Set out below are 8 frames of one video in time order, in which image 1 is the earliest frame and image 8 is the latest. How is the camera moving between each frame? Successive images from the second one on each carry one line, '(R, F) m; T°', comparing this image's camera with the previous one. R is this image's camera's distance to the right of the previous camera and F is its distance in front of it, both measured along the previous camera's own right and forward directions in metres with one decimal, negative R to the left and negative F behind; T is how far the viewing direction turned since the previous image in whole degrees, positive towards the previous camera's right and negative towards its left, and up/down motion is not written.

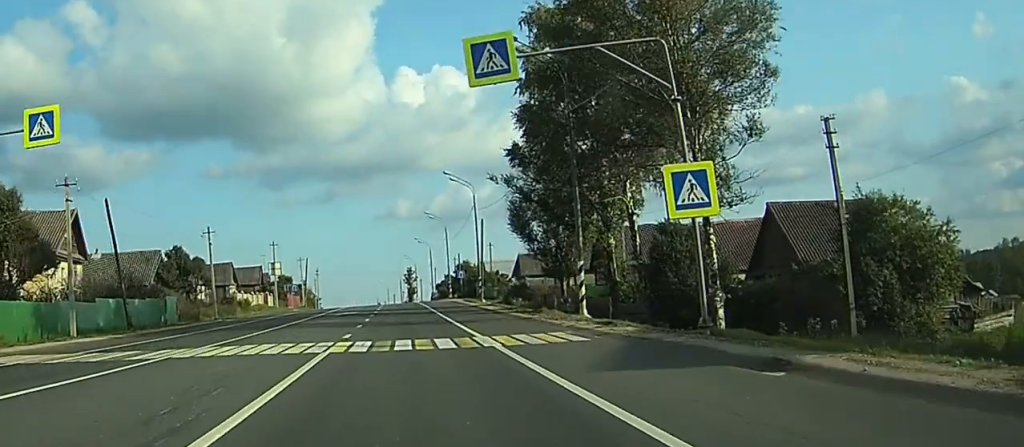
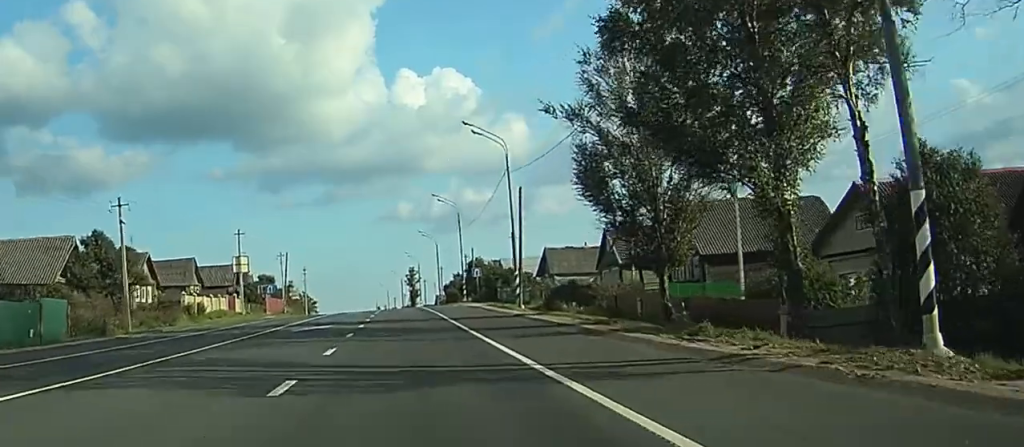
(0.0, +23.3) m; 0°
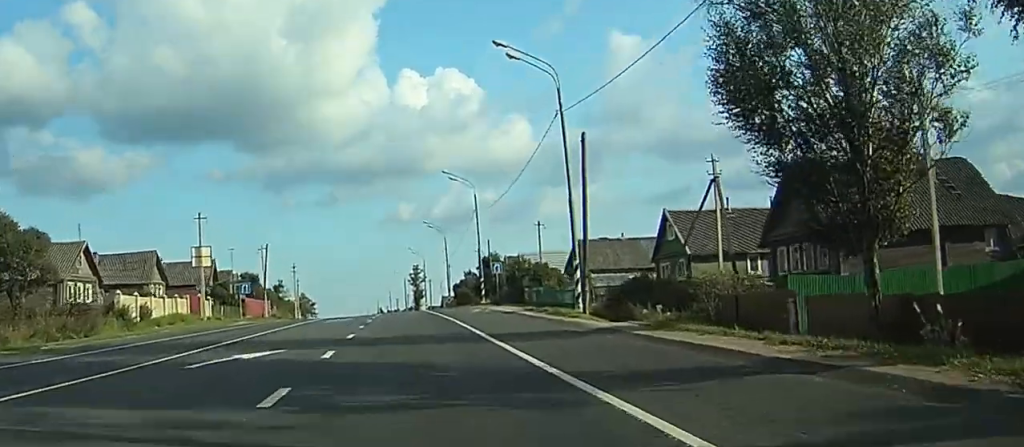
(0.0, +17.4) m; 0°
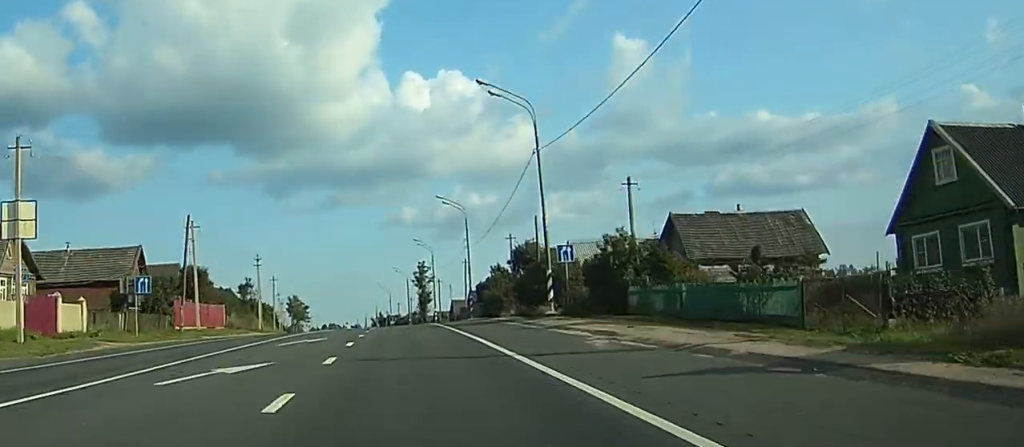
(0.0, +32.7) m; 0°
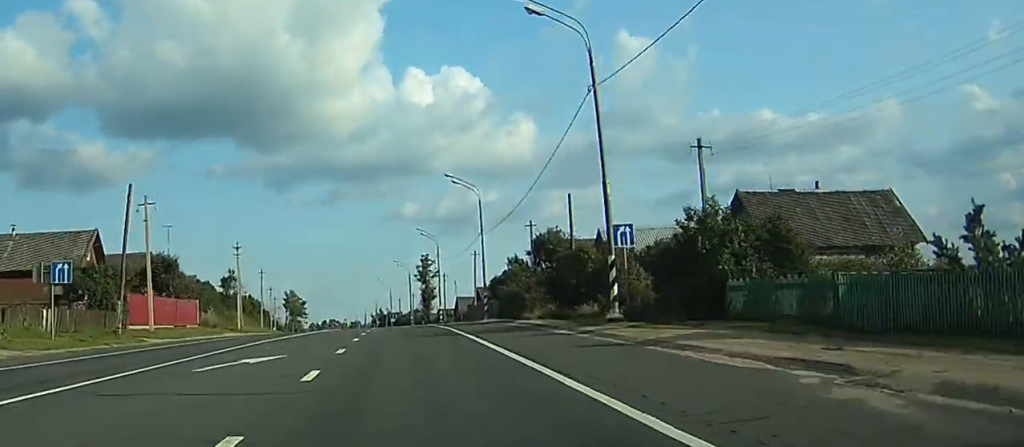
(0.0, +12.1) m; 0°
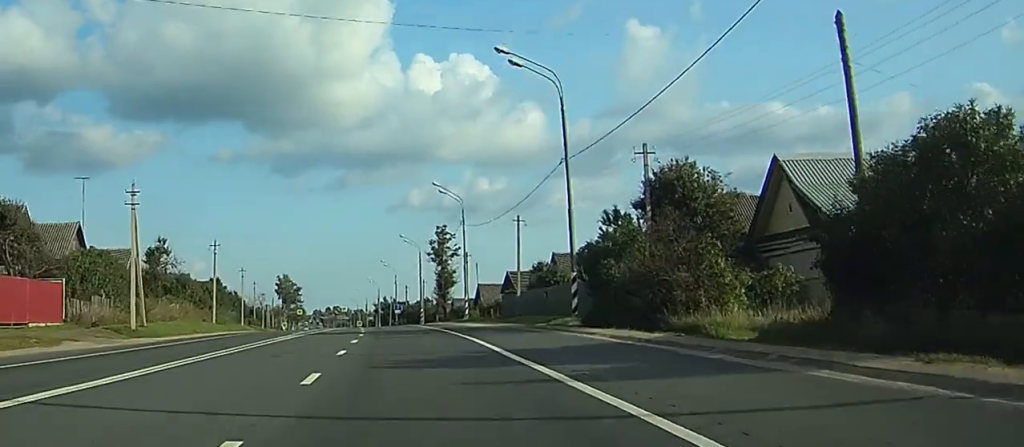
(-0.1, +32.6) m; 0°
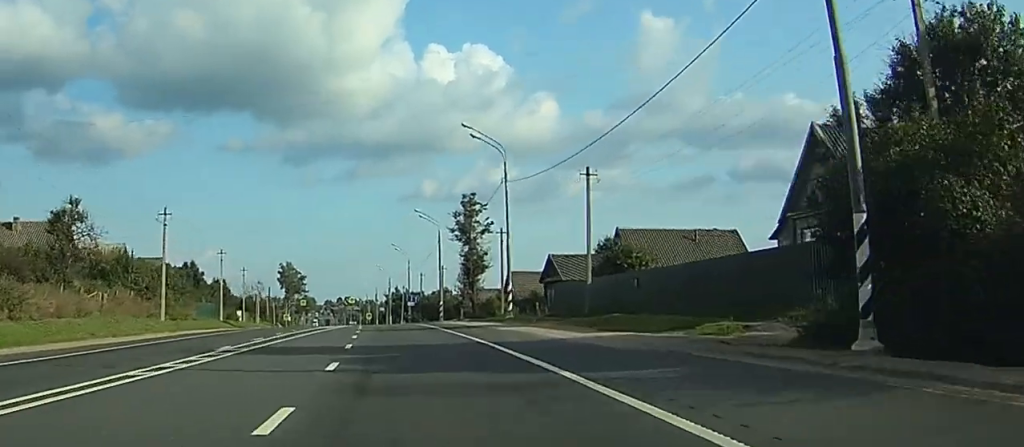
(0.0, +21.7) m; 0°
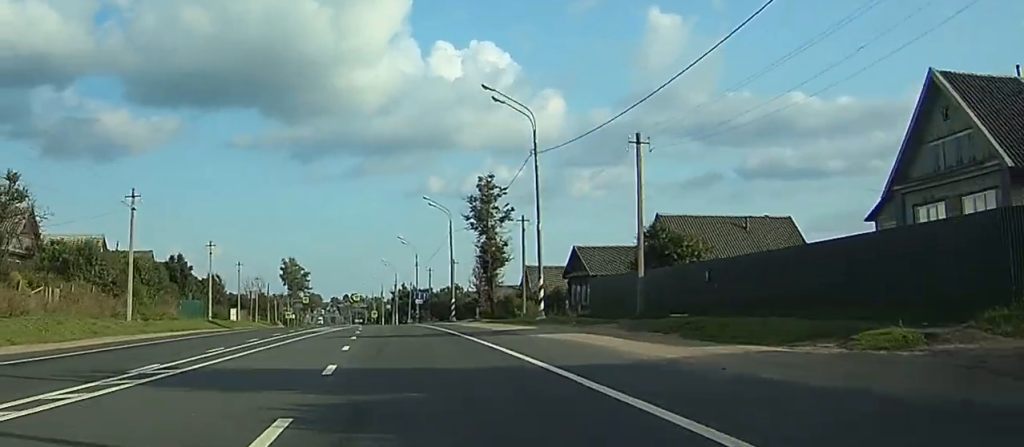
(0.0, +9.0) m; +1°
